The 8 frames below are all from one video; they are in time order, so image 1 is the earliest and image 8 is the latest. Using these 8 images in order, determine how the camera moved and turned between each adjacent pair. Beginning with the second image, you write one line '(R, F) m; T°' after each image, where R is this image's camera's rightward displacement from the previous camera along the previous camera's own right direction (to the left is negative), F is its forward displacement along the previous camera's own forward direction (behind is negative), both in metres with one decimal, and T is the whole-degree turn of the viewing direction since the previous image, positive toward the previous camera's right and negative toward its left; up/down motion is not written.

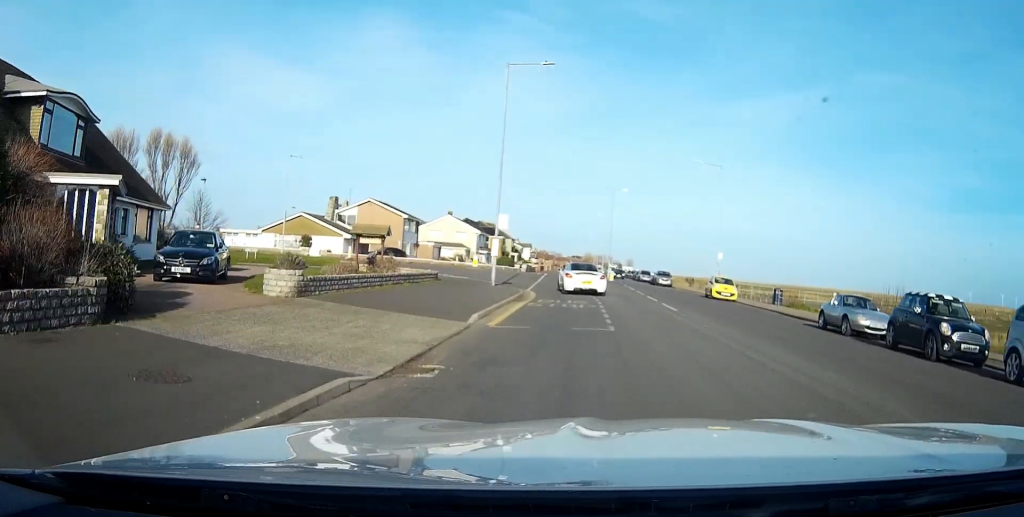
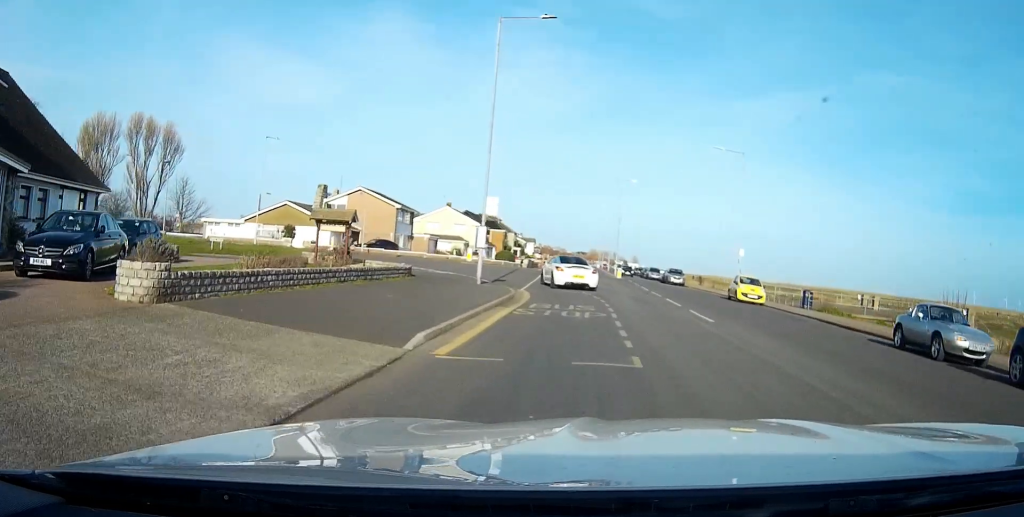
(0.0, +6.0) m; 0°
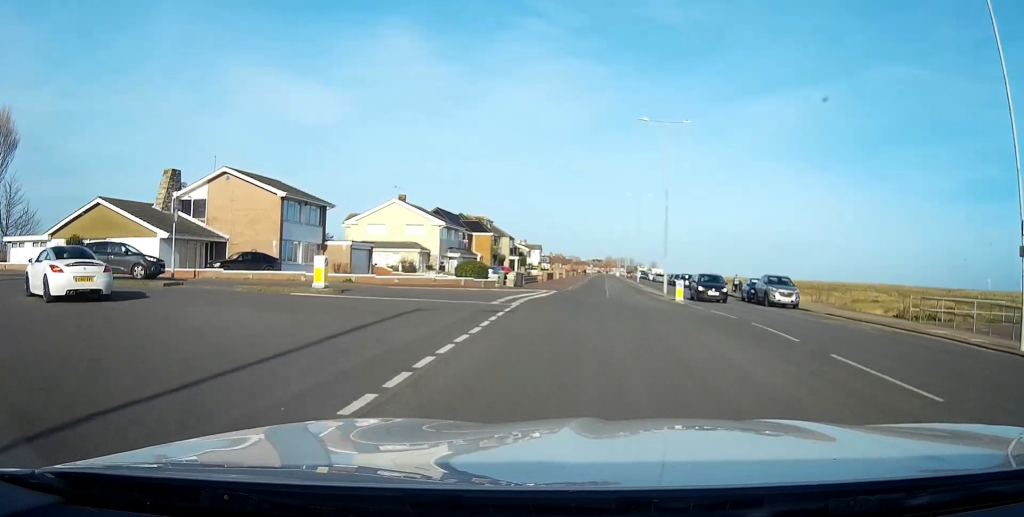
(0.0, +34.5) m; 0°
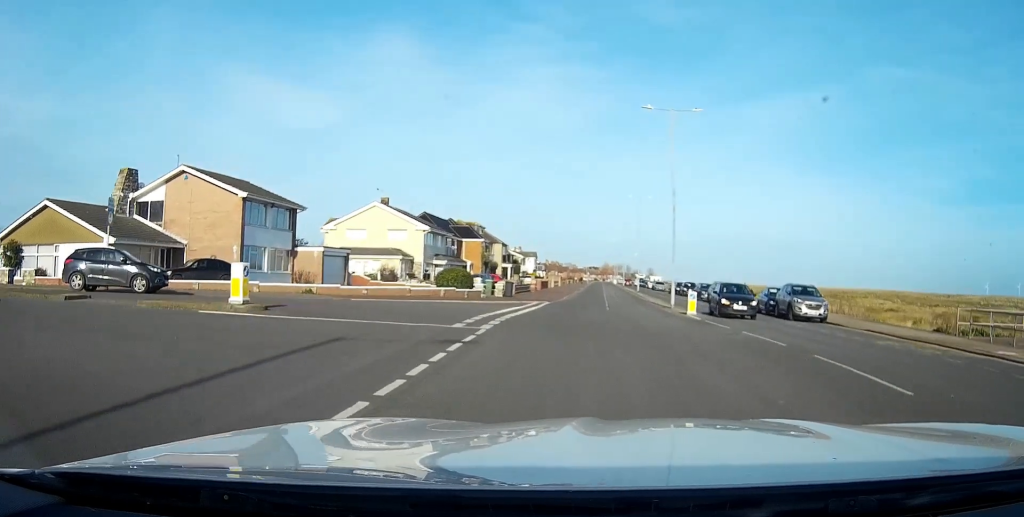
(0.0, +5.3) m; 0°
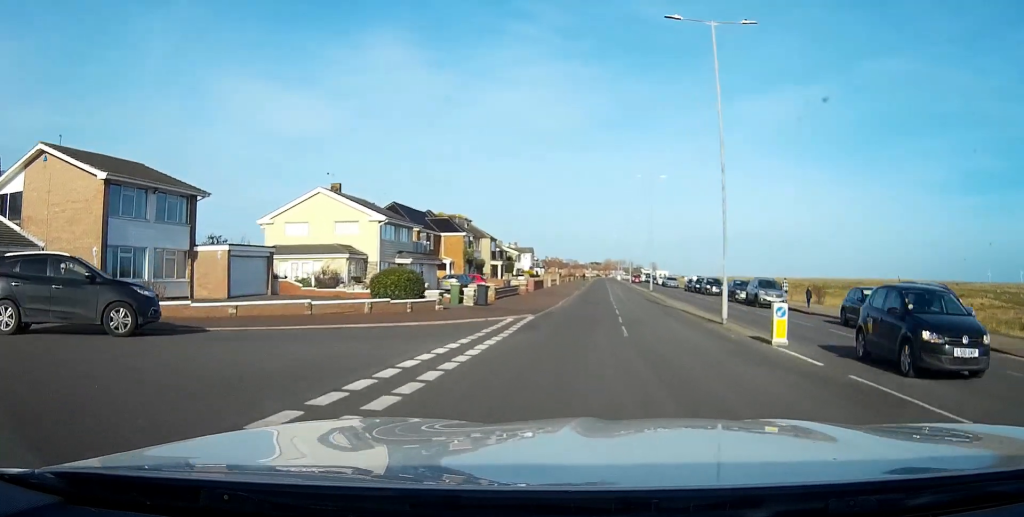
(+0.1, +13.9) m; 0°
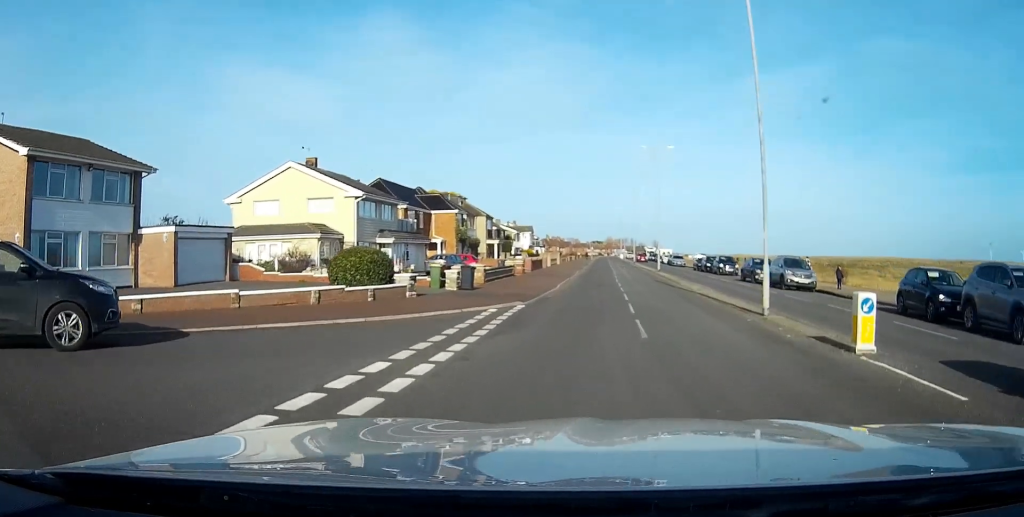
(0.0, +5.4) m; 0°
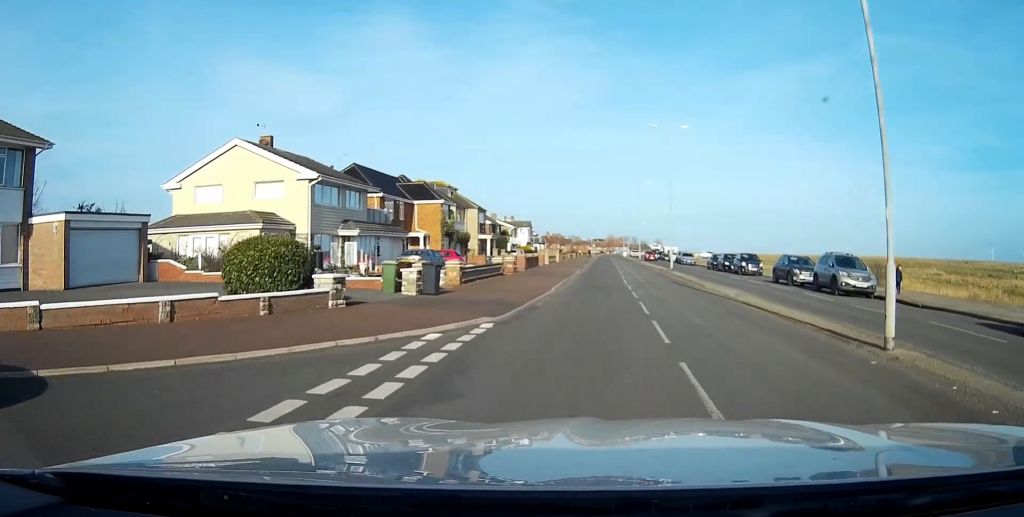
(0.0, +7.9) m; 0°
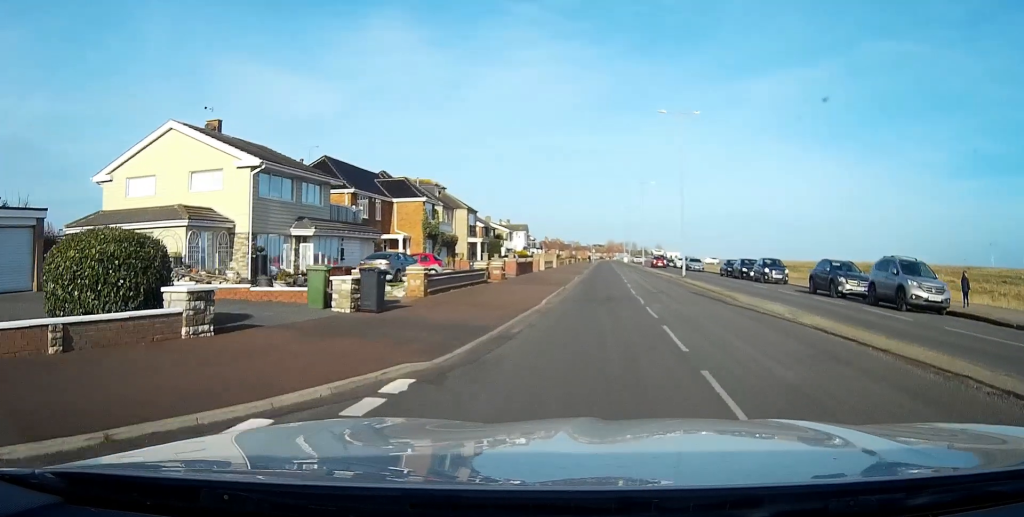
(0.0, +6.7) m; 0°
